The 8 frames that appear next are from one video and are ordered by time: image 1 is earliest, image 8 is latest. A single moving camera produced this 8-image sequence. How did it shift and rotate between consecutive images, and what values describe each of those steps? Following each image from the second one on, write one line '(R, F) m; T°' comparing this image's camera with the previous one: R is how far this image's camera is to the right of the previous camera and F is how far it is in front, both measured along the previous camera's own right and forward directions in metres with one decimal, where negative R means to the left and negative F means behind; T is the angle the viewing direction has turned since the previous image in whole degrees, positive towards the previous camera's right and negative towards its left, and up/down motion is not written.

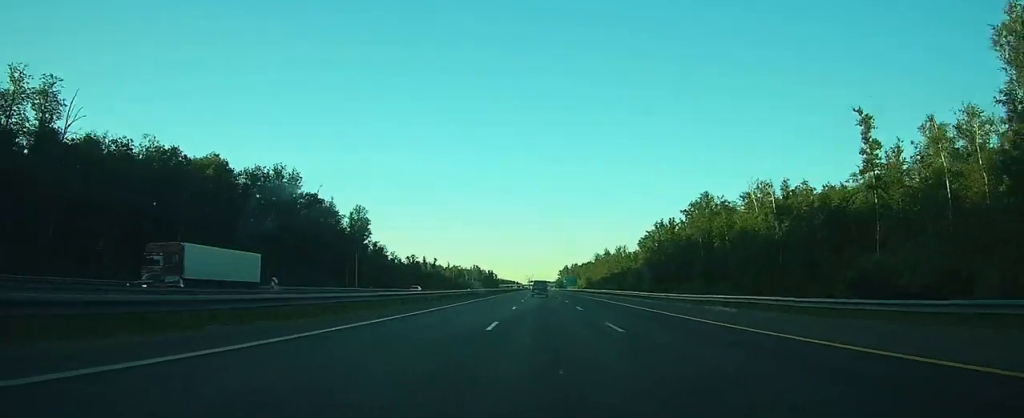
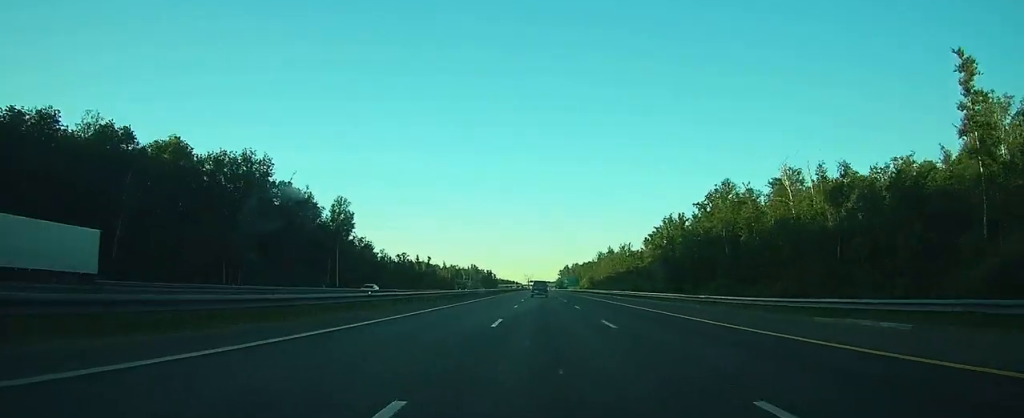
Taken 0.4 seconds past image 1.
(0.0, +14.2) m; 0°
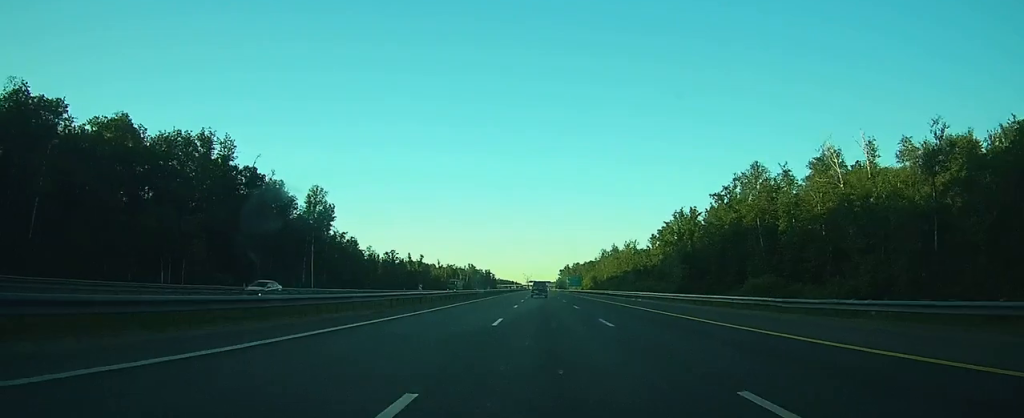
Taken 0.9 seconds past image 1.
(0.0, +15.3) m; 0°
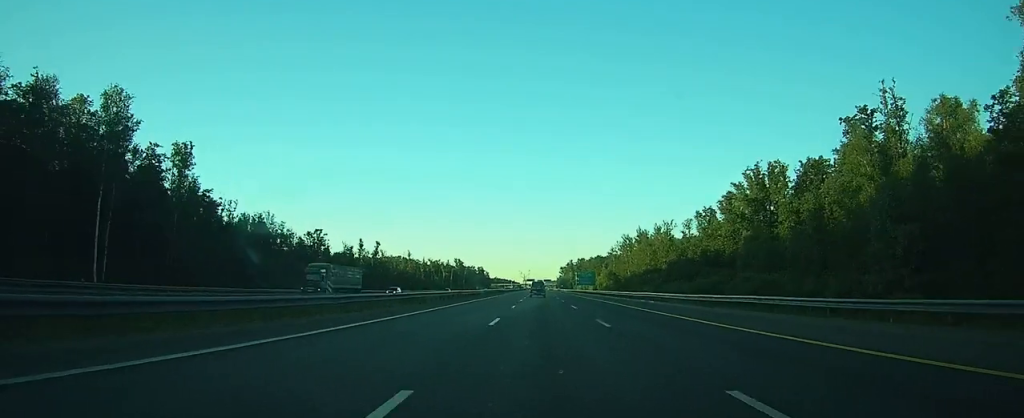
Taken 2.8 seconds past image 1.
(-0.2, +63.7) m; 0°
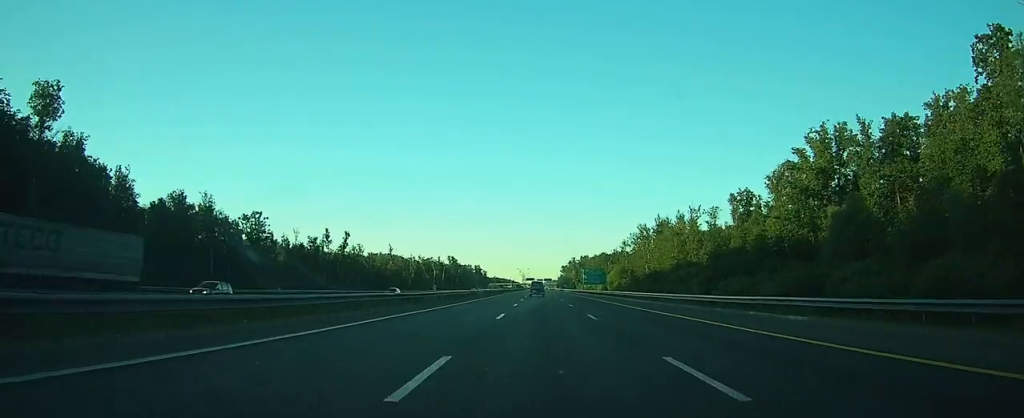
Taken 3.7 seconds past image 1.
(0.0, +28.6) m; 0°
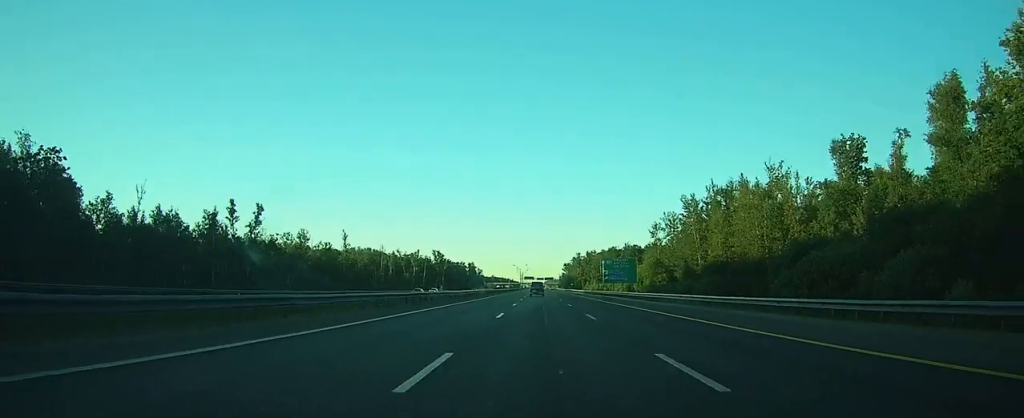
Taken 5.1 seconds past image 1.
(+0.1, +47.5) m; 0°
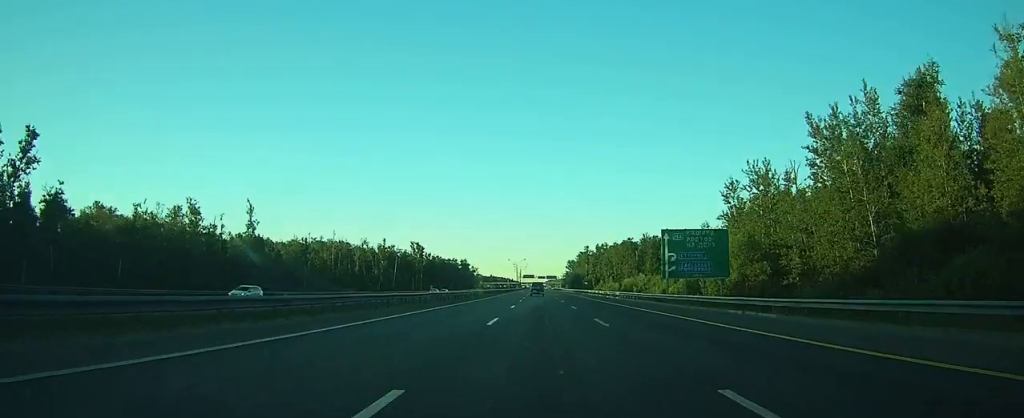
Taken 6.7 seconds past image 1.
(0.0, +52.0) m; 0°
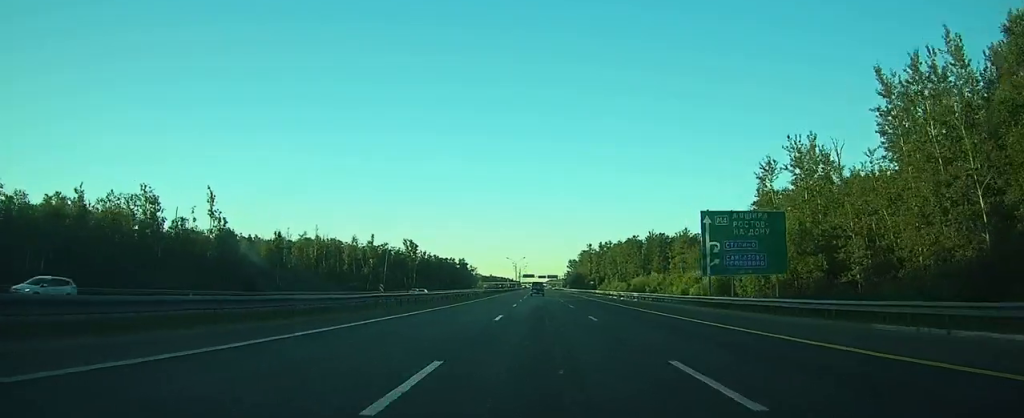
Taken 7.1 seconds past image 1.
(0.0, +13.3) m; 0°
